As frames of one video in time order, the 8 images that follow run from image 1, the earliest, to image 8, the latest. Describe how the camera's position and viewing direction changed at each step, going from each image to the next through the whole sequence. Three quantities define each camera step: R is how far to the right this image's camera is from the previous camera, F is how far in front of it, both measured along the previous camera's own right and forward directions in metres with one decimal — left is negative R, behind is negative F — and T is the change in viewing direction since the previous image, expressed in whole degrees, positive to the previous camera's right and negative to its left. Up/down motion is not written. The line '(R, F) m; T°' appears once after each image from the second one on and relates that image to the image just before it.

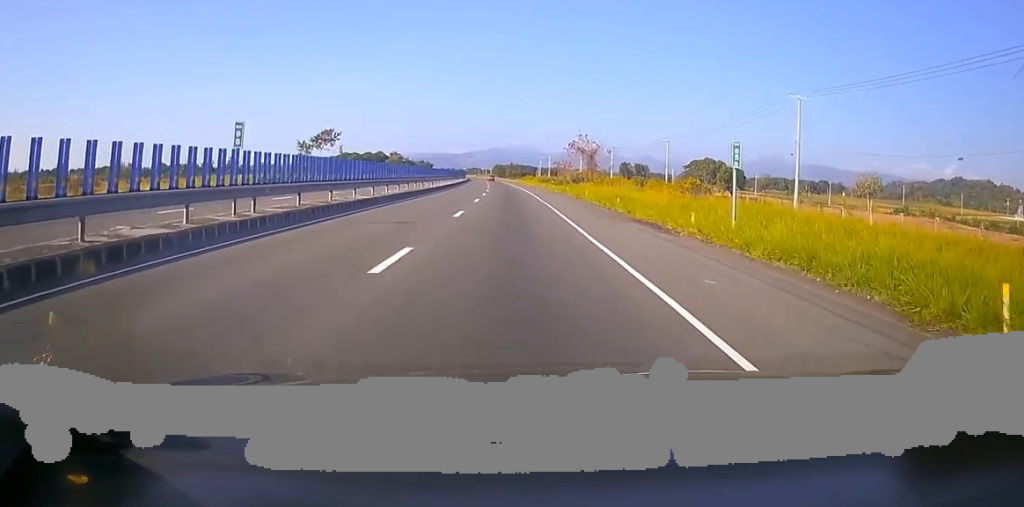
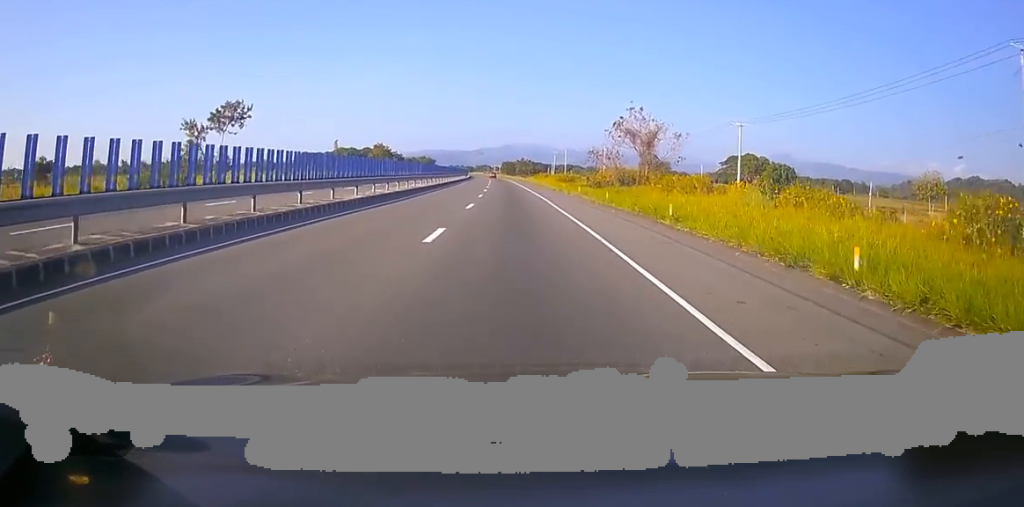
(+0.9, +32.0) m; -1°
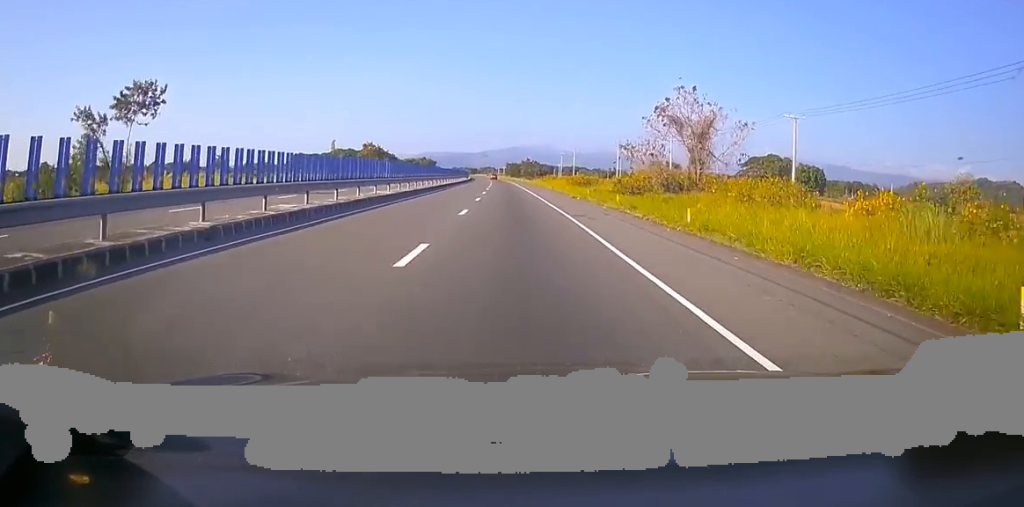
(-0.7, +15.4) m; -1°
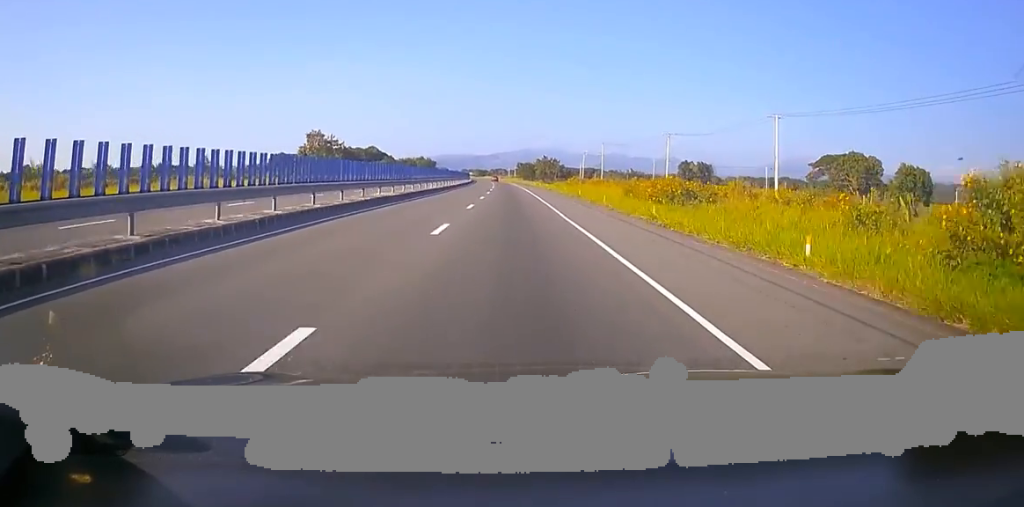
(-0.1, +42.9) m; +1°
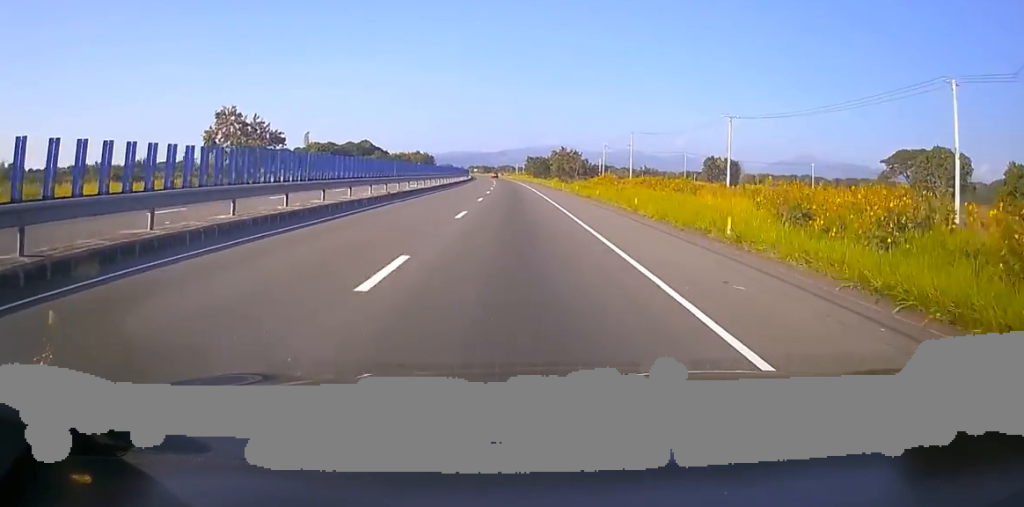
(+0.2, +30.7) m; 0°
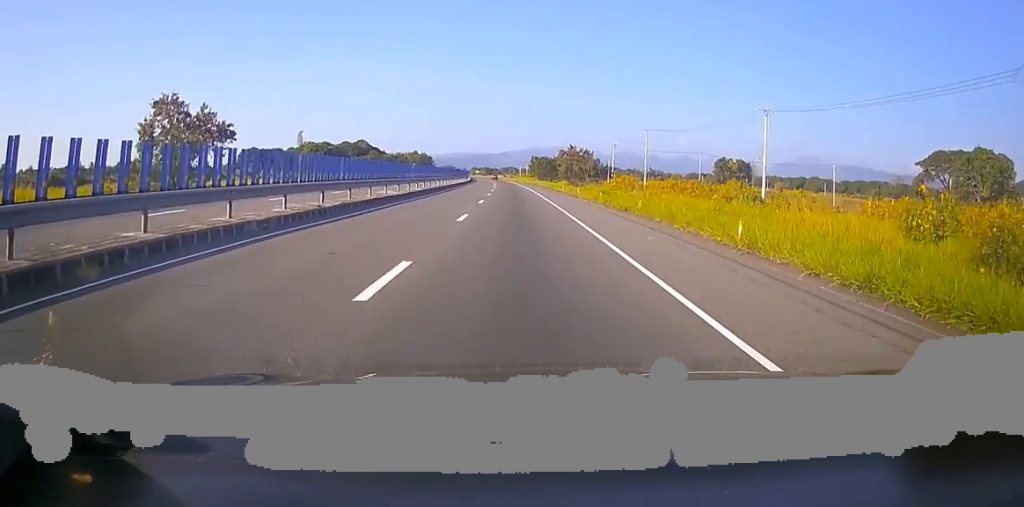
(0.0, +12.3) m; -1°
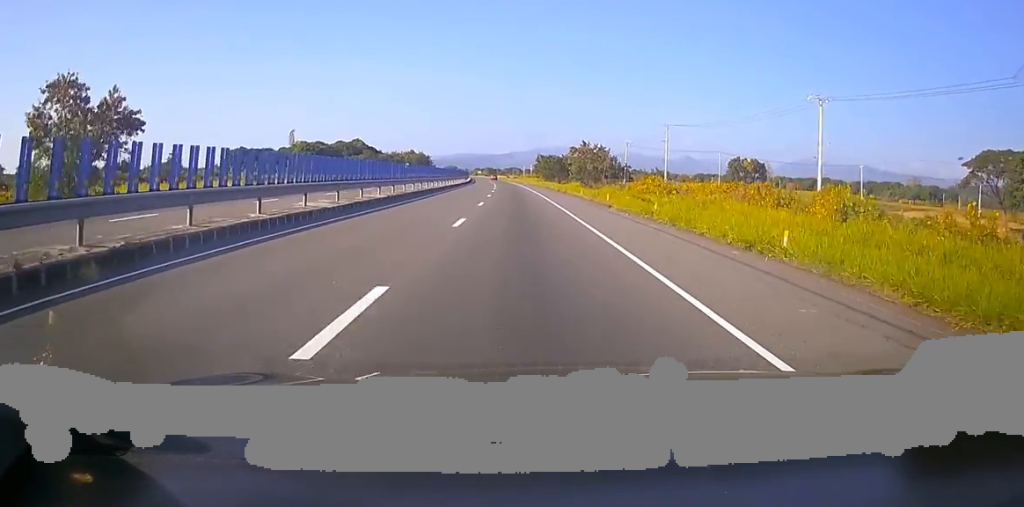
(+0.1, +14.2) m; -1°
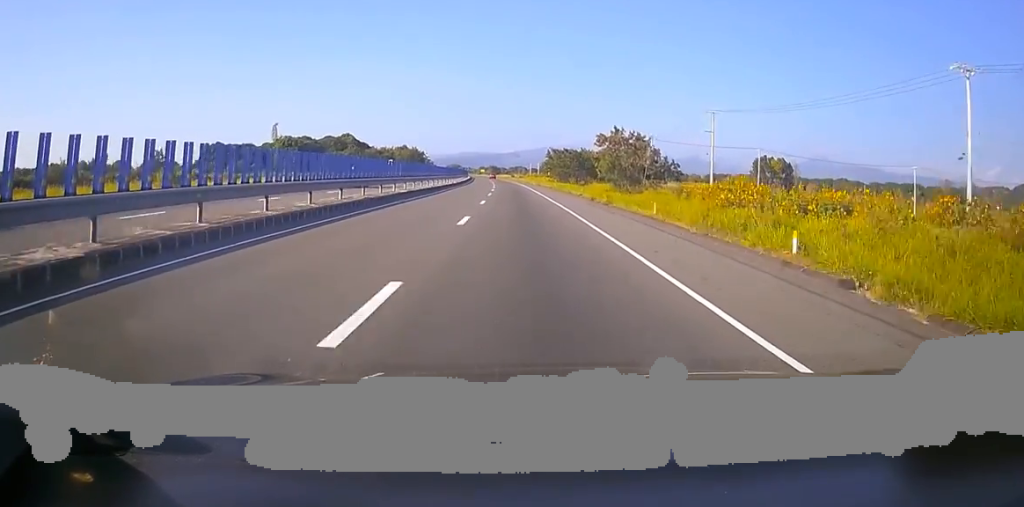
(-1.0, +23.8) m; -1°
